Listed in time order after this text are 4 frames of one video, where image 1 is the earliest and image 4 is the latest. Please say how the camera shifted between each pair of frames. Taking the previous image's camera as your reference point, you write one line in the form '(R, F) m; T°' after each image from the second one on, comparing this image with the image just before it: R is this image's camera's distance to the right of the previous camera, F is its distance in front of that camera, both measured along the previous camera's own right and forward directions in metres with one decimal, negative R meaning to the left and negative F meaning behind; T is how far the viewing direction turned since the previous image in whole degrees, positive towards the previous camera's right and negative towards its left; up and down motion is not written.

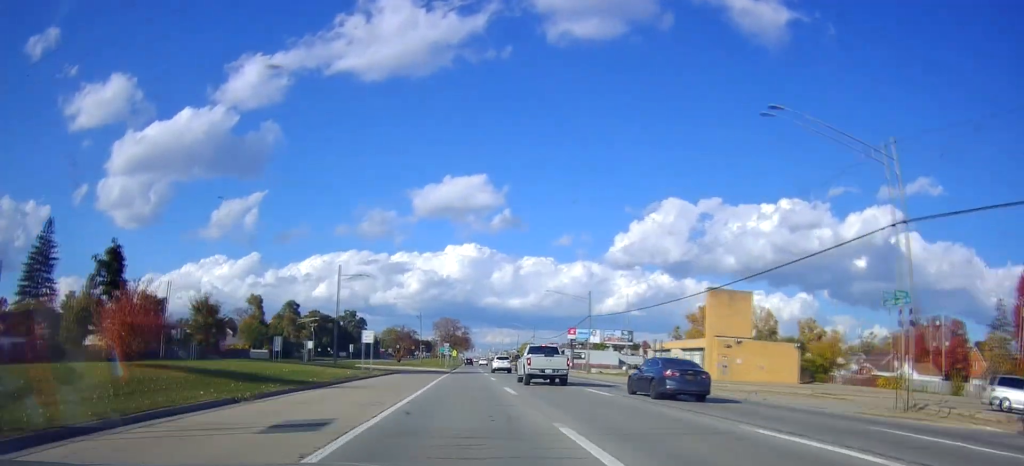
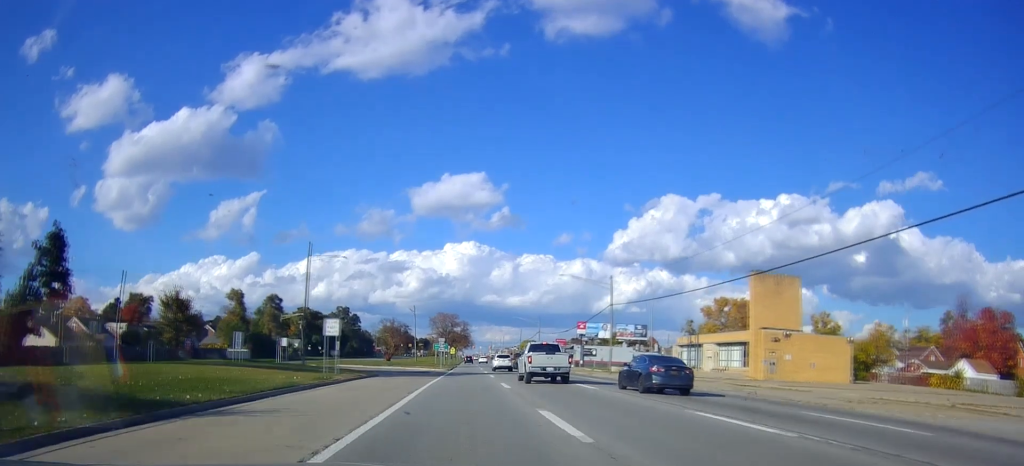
(-0.2, +12.1) m; -1°
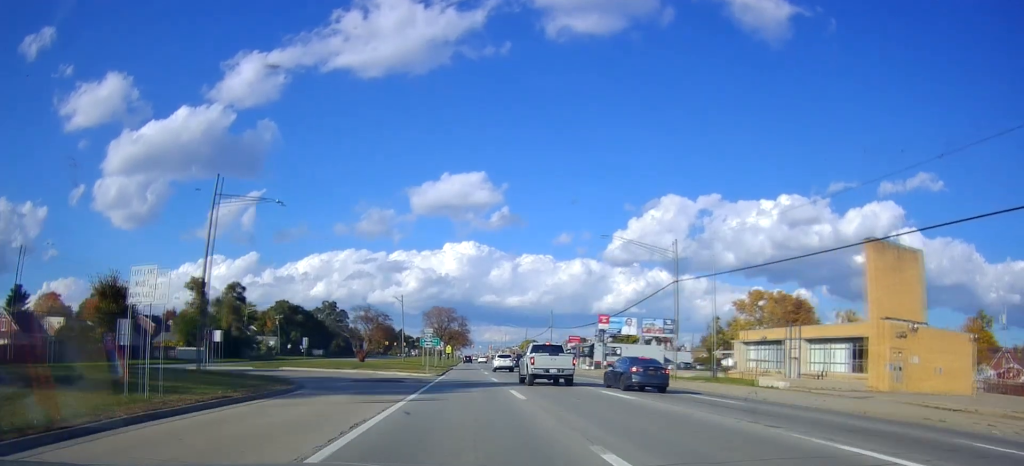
(-0.4, +20.6) m; 0°
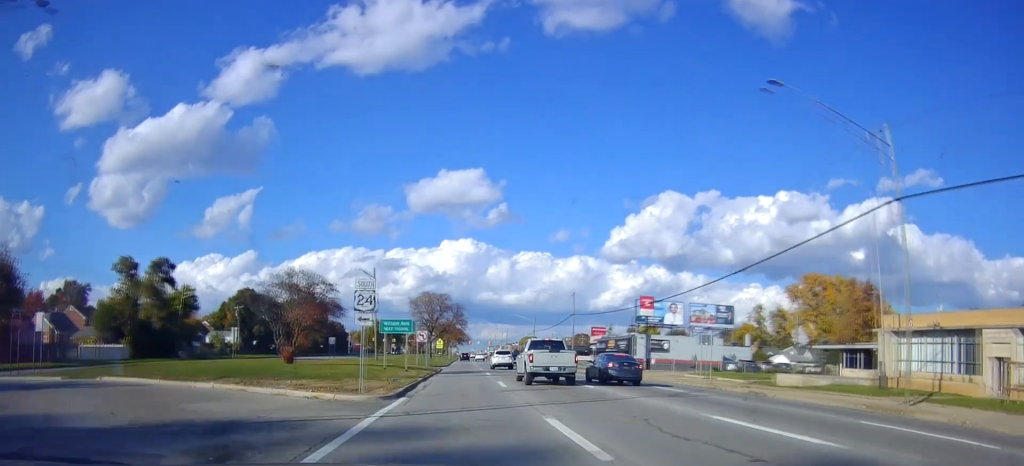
(+0.5, +26.1) m; +2°
